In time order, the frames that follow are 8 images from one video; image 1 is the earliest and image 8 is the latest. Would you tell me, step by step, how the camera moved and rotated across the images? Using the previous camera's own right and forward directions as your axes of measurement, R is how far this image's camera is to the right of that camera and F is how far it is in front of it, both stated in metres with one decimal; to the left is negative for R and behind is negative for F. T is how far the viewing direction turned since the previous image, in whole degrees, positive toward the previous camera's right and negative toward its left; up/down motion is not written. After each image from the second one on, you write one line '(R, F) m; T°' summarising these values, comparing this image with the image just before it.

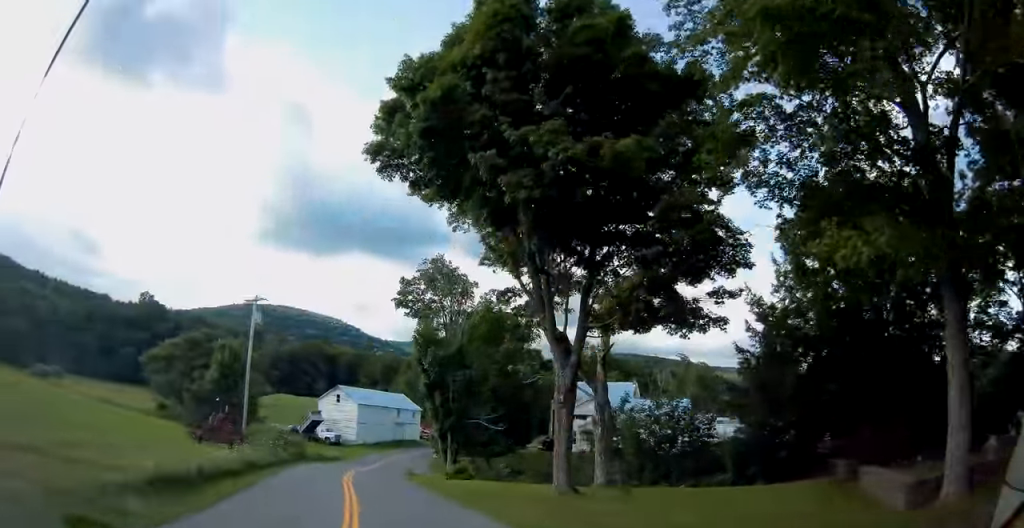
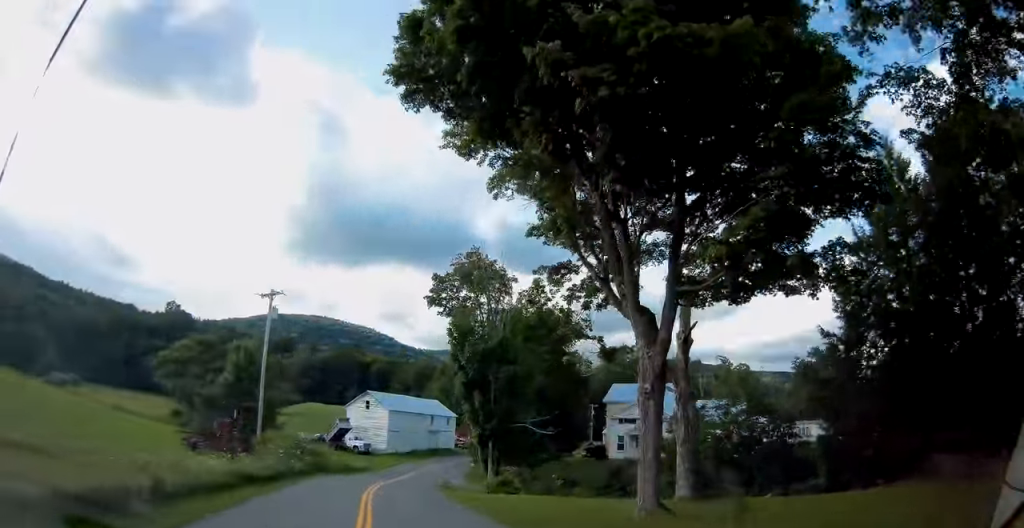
(-0.1, +5.2) m; -2°
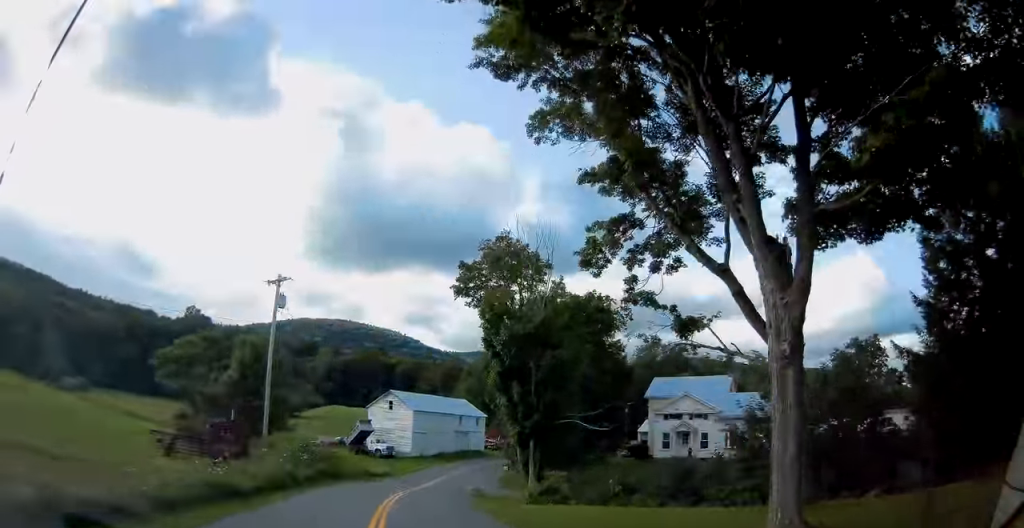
(-0.1, +5.4) m; -1°
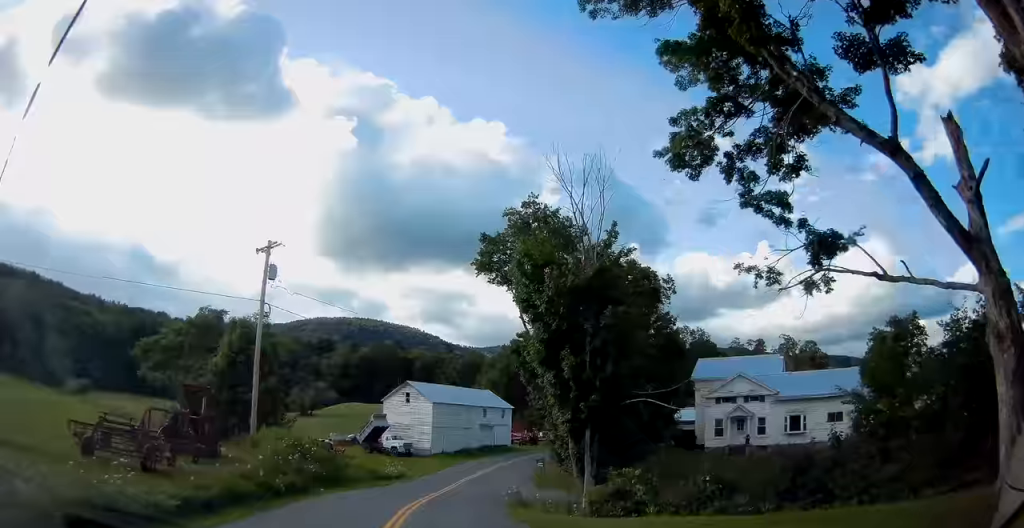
(-0.1, +7.1) m; -1°
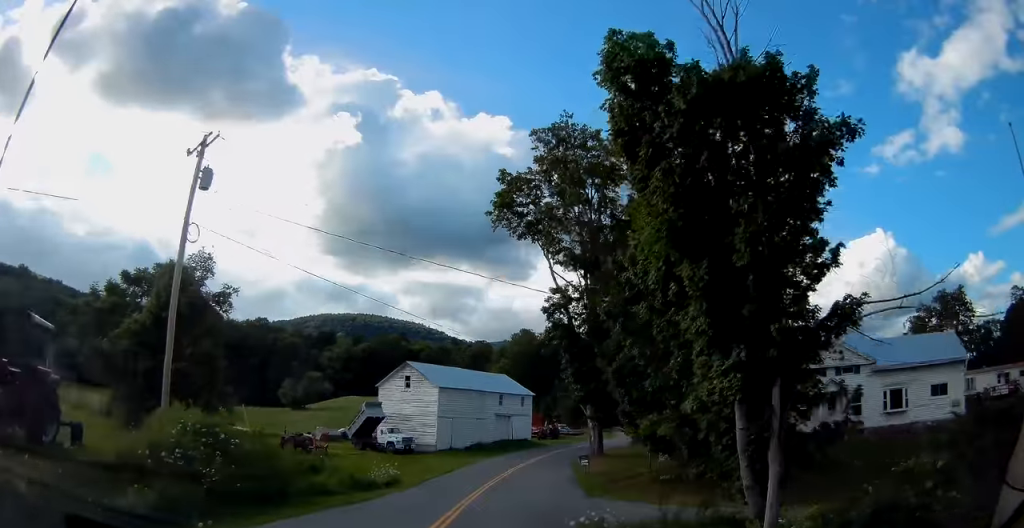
(-0.1, +12.4) m; +1°
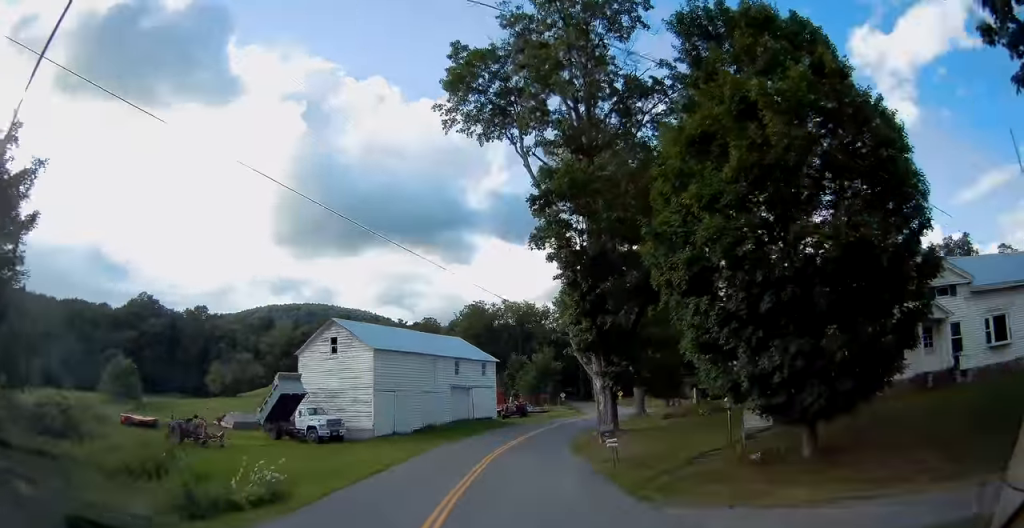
(+0.4, +13.5) m; +5°
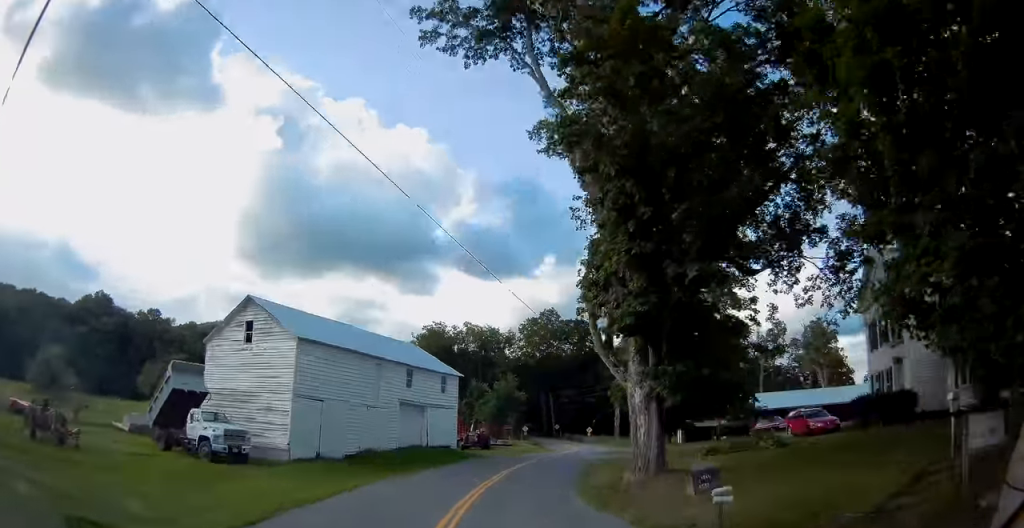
(+0.3, +10.2) m; +6°
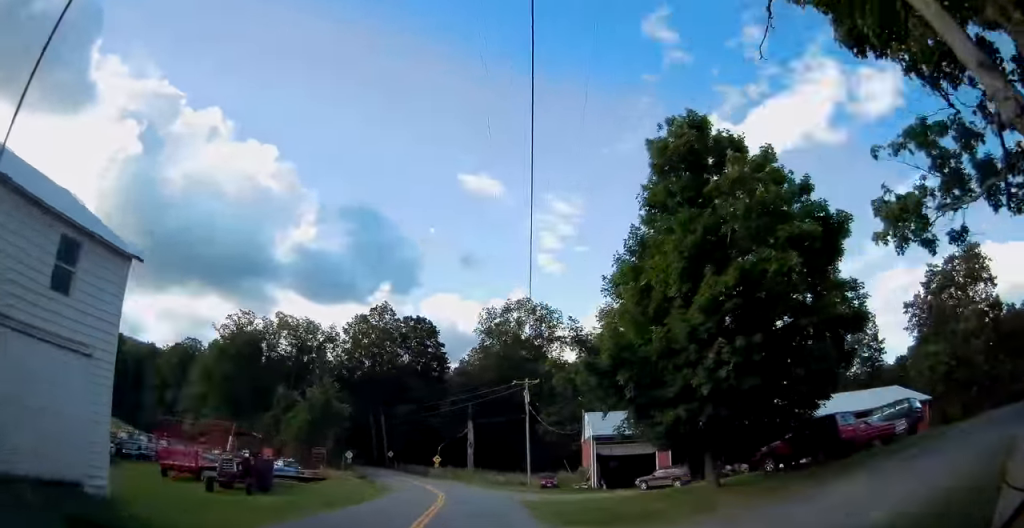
(+4.3, +26.5) m; +15°
